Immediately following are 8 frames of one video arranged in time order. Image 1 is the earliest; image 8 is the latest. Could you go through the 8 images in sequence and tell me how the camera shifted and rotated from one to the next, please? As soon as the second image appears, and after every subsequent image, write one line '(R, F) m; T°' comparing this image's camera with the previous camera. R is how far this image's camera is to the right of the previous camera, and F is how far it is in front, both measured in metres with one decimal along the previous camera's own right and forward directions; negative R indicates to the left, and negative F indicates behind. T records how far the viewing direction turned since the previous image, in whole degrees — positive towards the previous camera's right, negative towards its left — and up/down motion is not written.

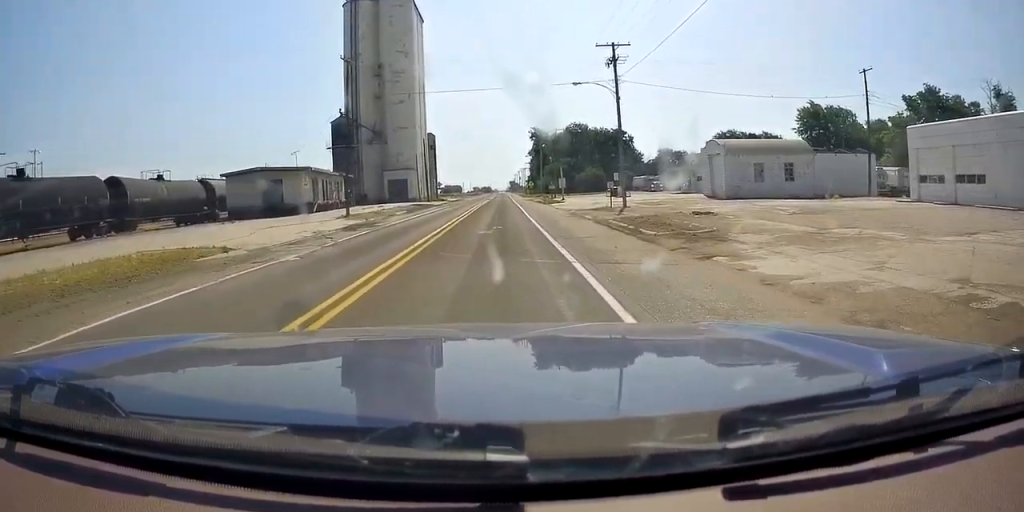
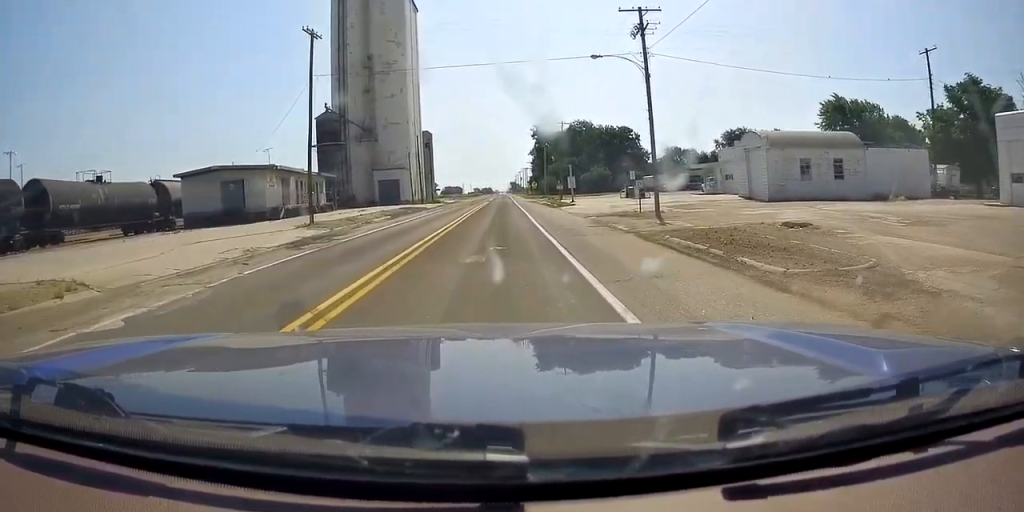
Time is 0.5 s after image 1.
(-0.2, +8.4) m; 0°
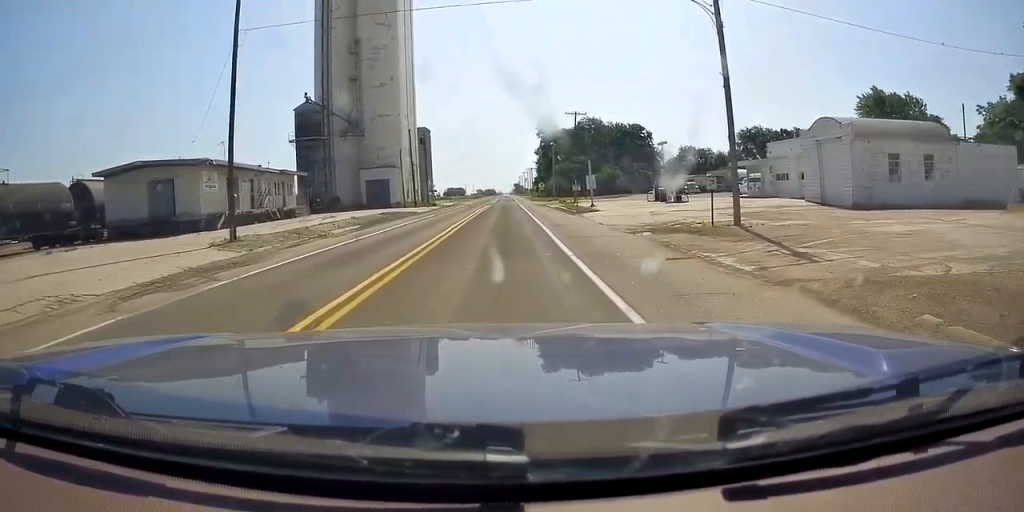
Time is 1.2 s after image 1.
(-0.3, +10.9) m; 0°
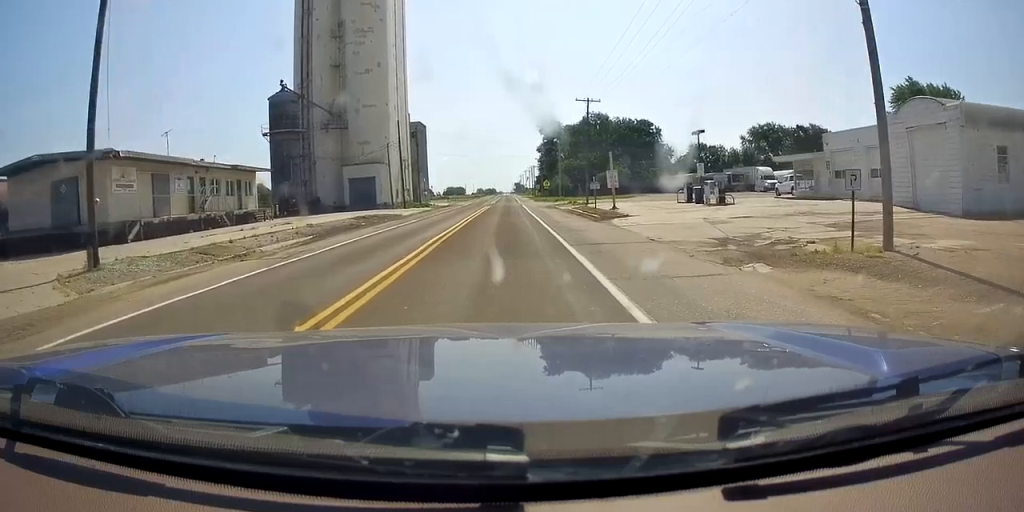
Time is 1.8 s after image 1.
(+0.3, +9.3) m; +1°
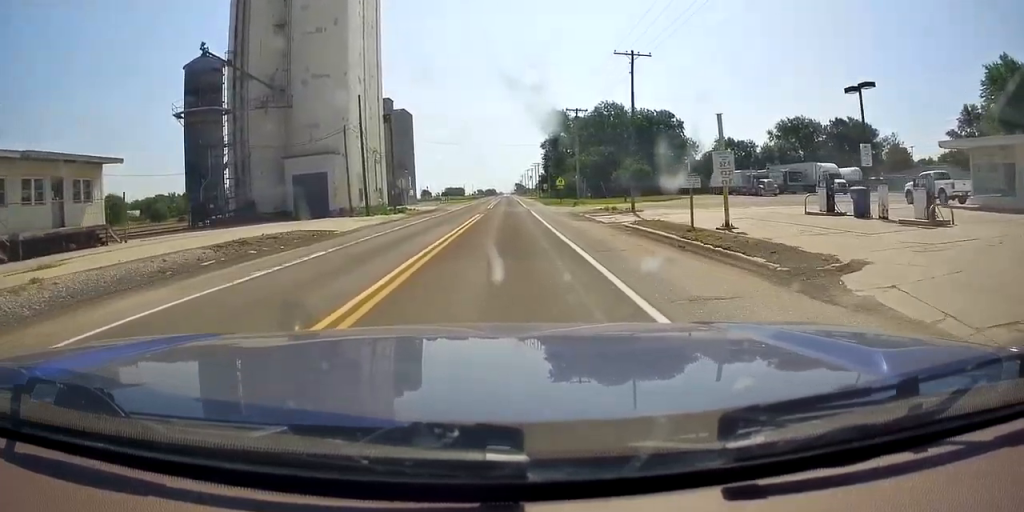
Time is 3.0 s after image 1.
(+0.2, +19.7) m; -1°
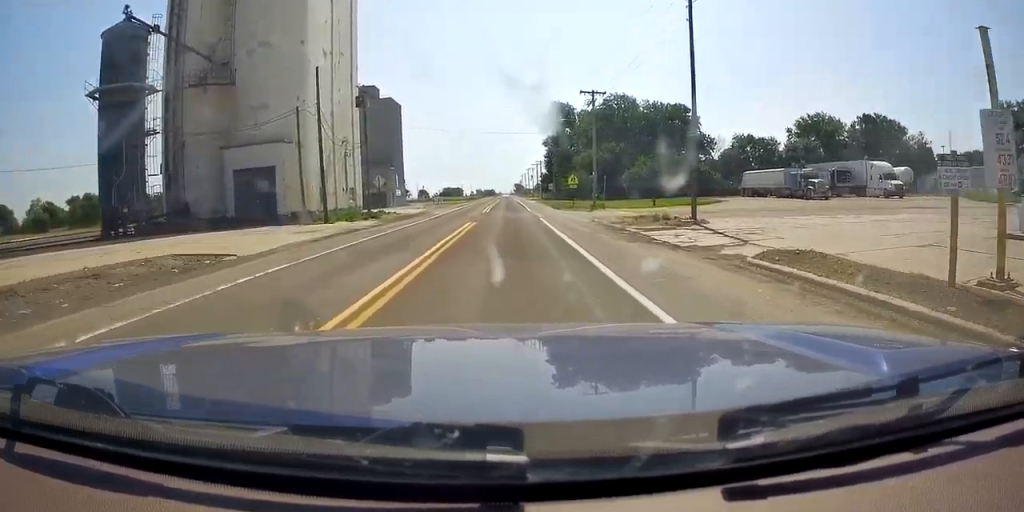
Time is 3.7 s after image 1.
(-0.2, +11.9) m; 0°
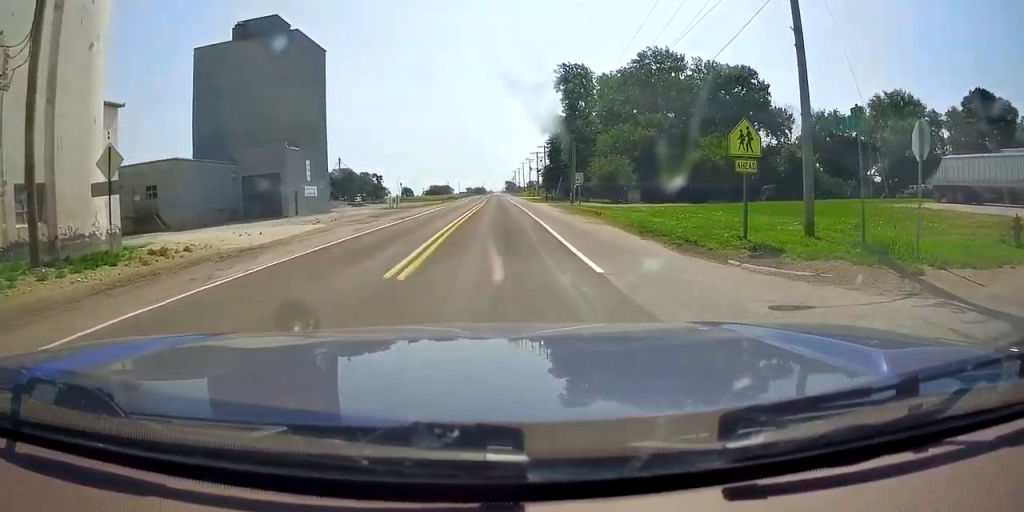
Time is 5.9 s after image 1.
(+0.8, +38.4) m; +2°
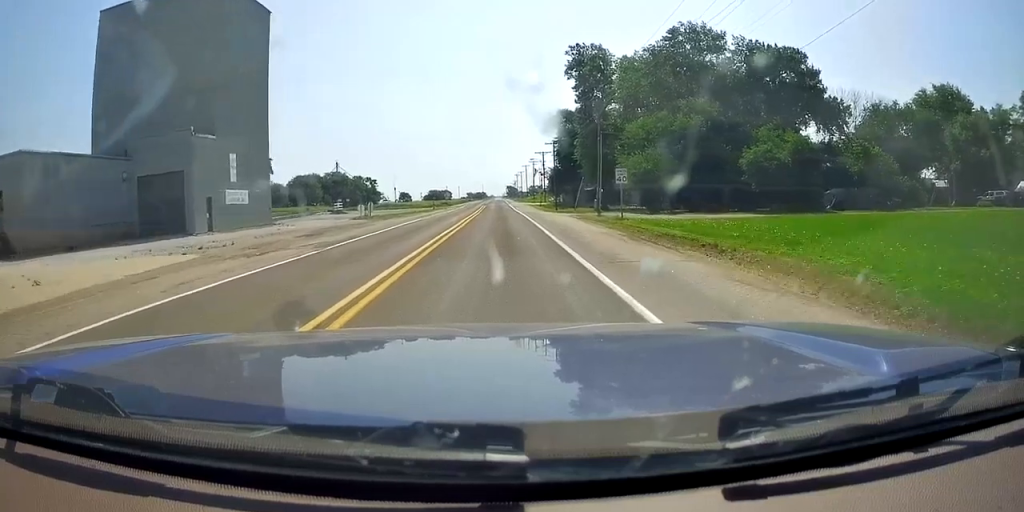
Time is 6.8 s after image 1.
(0.0, +15.7) m; 0°
